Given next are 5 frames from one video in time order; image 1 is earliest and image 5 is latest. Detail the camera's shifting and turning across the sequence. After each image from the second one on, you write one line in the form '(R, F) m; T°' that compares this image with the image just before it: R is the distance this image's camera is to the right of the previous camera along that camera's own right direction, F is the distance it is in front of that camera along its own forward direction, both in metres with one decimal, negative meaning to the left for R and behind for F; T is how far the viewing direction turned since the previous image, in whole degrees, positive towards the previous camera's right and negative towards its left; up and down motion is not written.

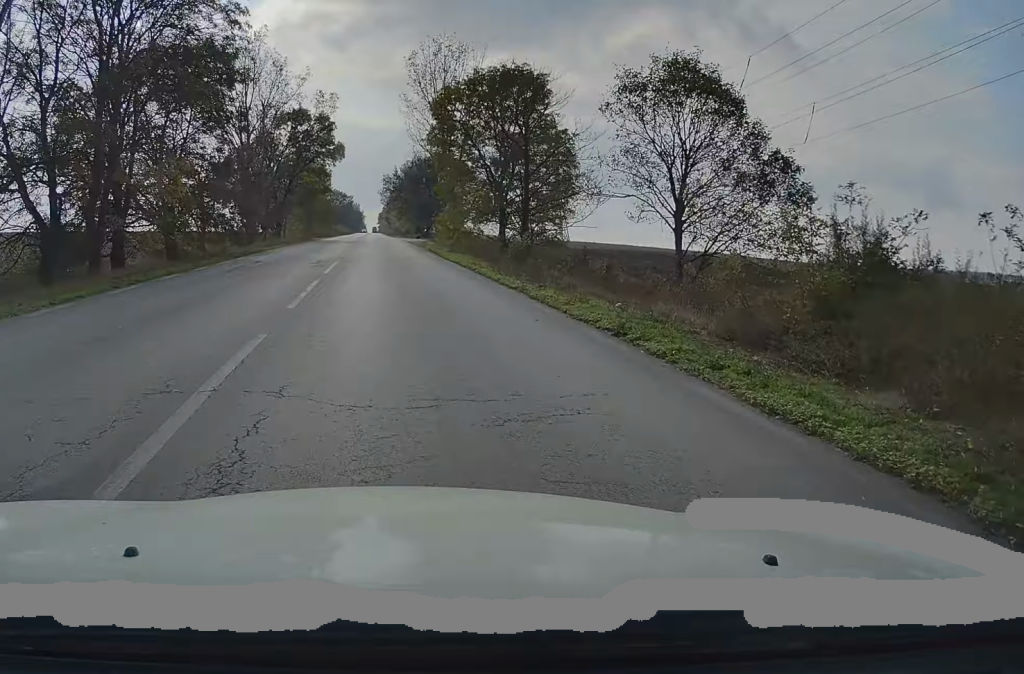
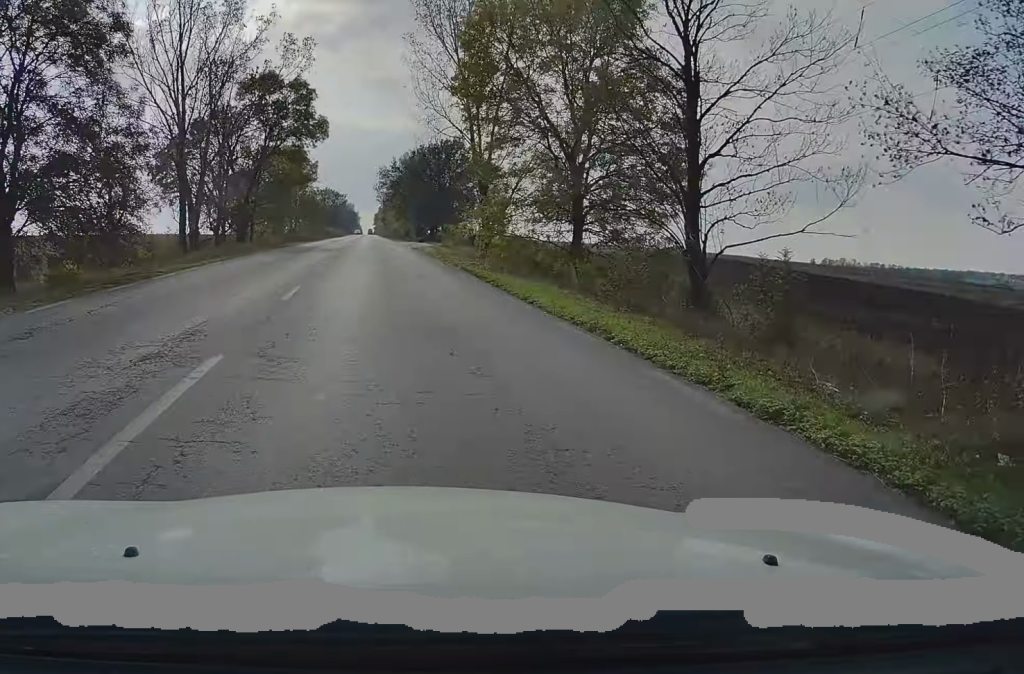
(+0.2, +19.7) m; 0°
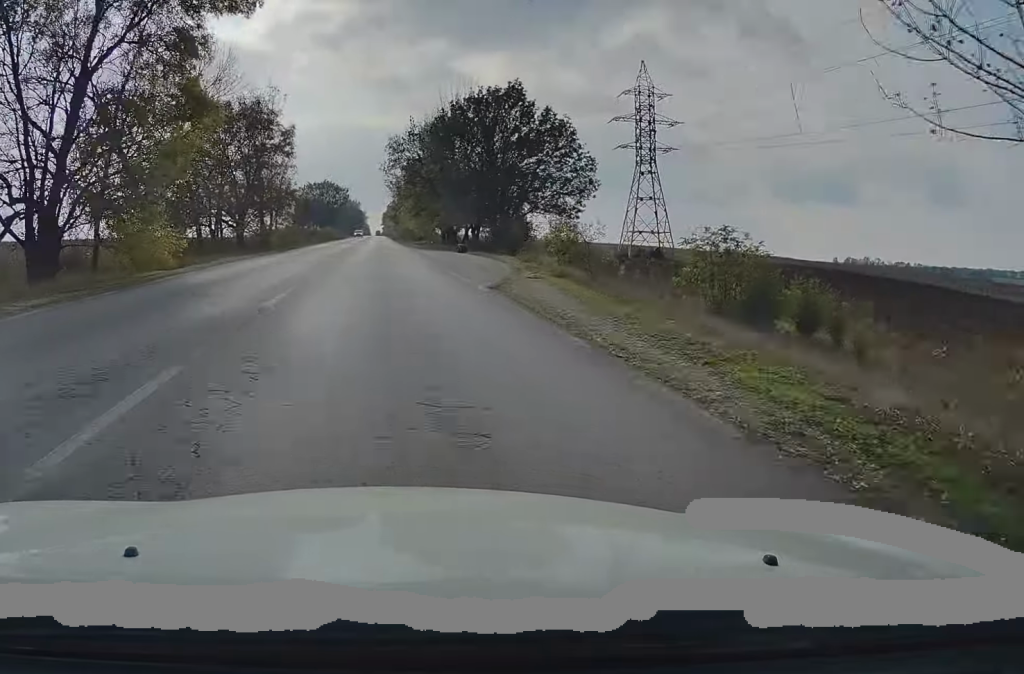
(-0.3, +37.0) m; -1°
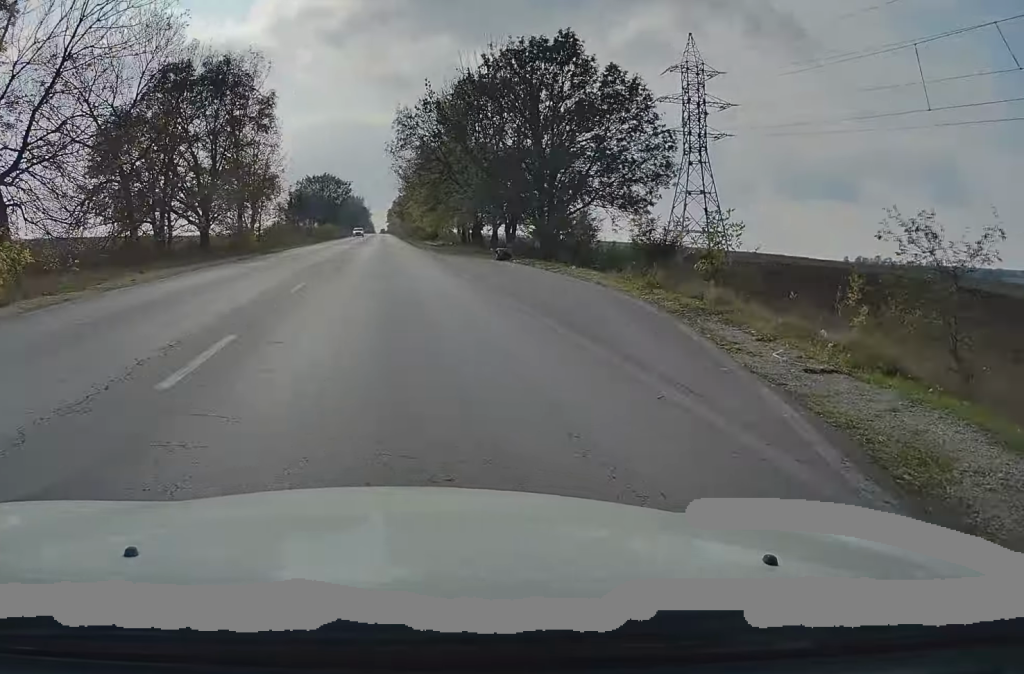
(0.0, +15.9) m; 0°
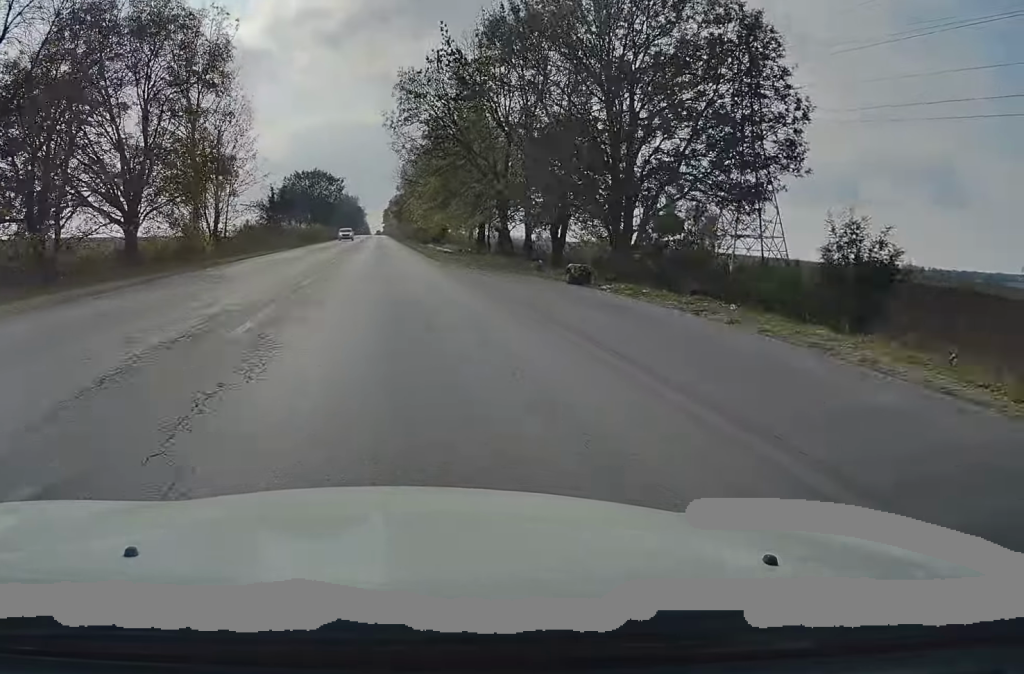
(-0.1, +15.0) m; 0°
